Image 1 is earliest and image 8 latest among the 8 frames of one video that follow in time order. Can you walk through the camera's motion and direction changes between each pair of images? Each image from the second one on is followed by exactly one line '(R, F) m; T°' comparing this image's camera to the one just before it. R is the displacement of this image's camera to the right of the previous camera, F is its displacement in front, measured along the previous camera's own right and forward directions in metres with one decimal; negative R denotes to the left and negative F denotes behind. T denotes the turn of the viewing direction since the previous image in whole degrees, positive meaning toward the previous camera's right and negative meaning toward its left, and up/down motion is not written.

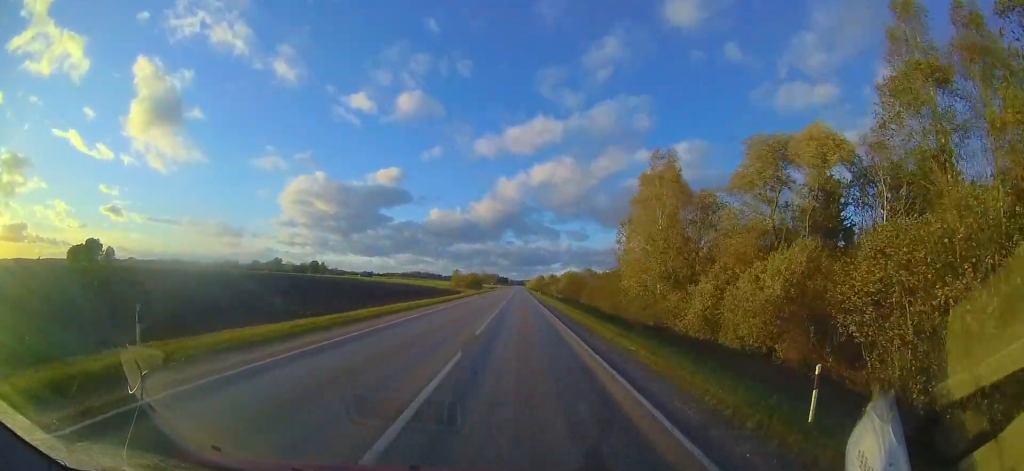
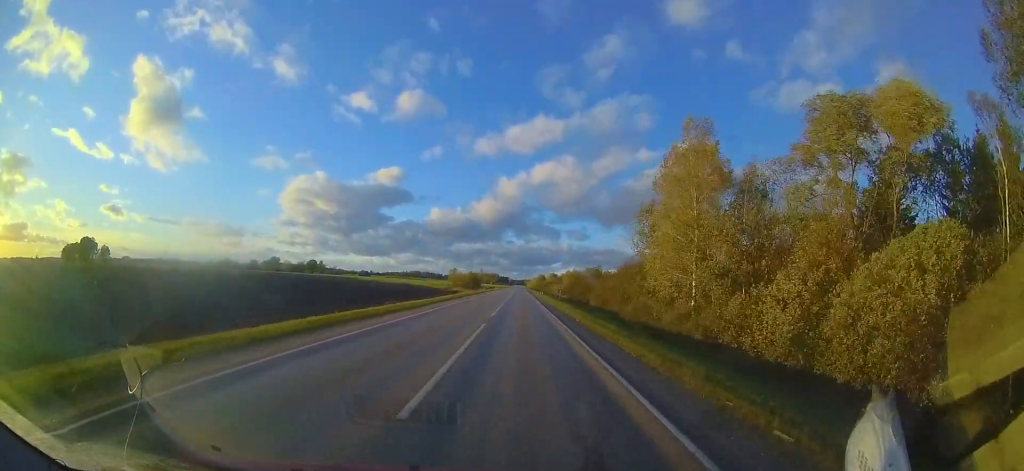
(+0.1, +6.9) m; 0°
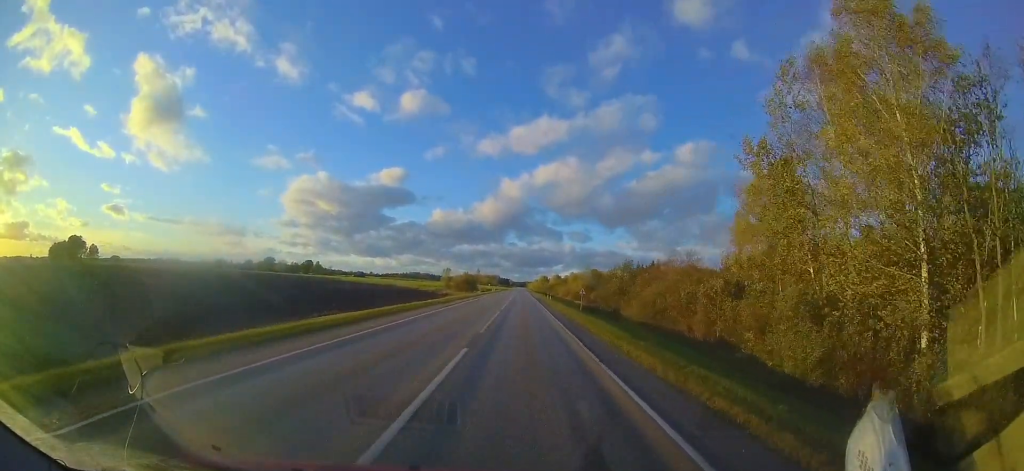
(-0.3, +18.0) m; -1°
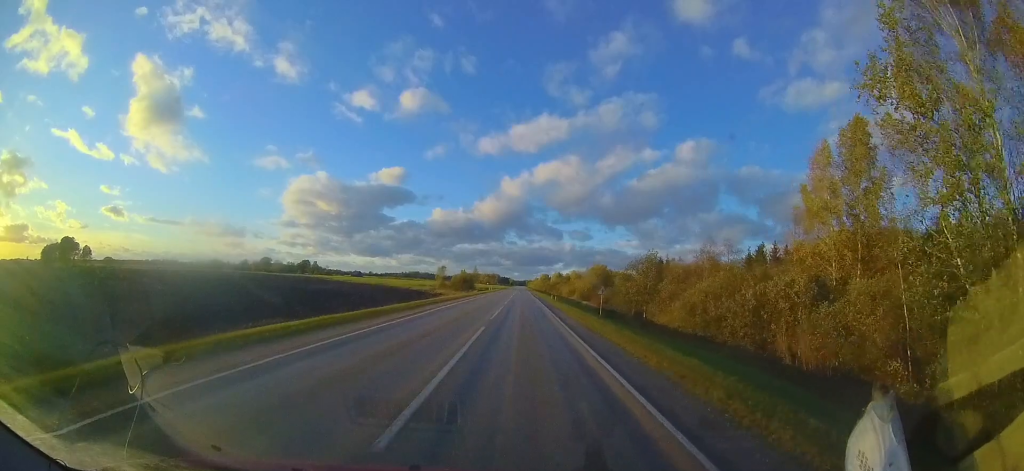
(0.0, +8.6) m; 0°
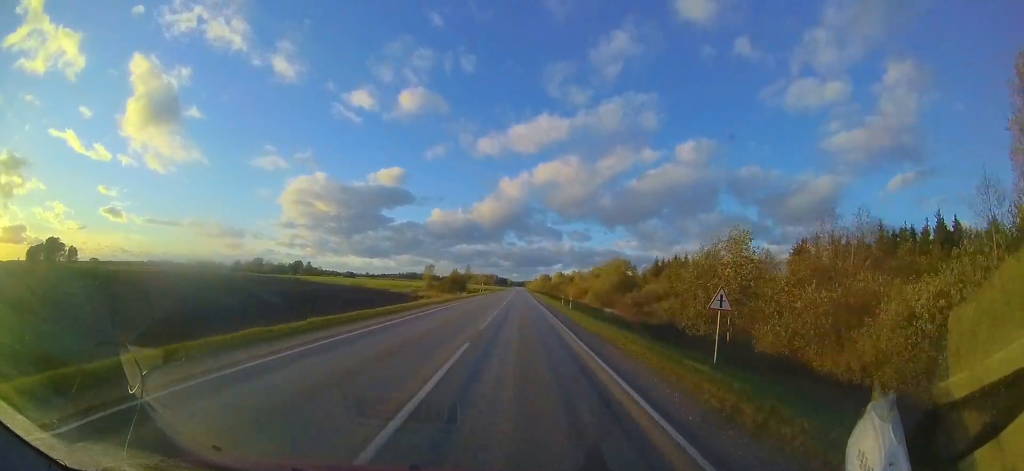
(0.0, +16.5) m; 0°
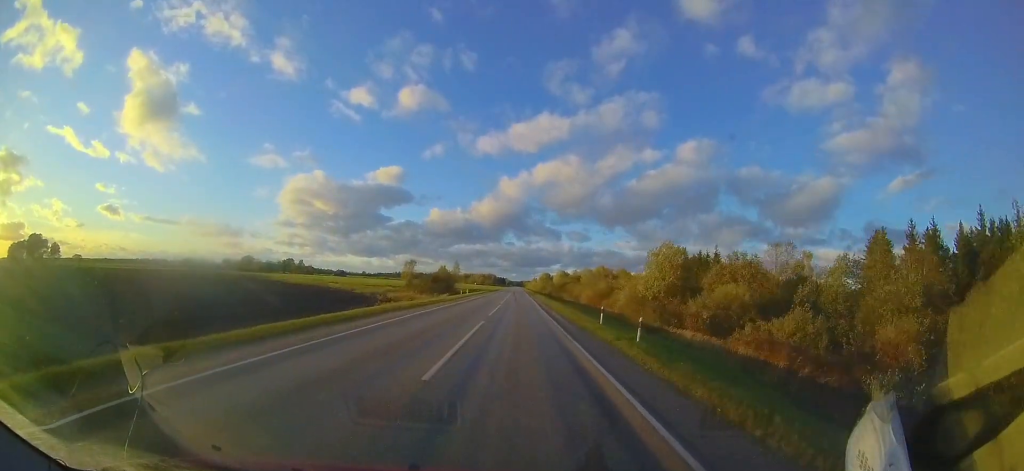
(-0.2, +20.0) m; 0°
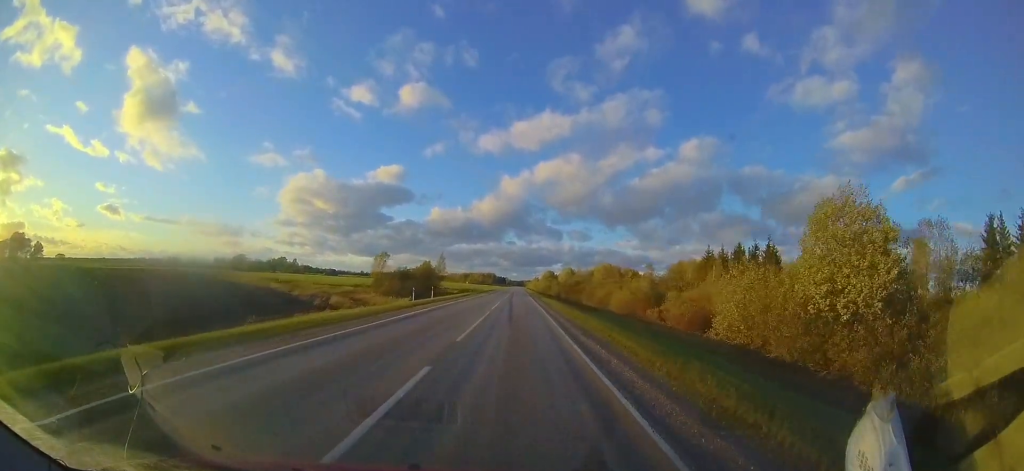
(+0.1, +21.6) m; +1°
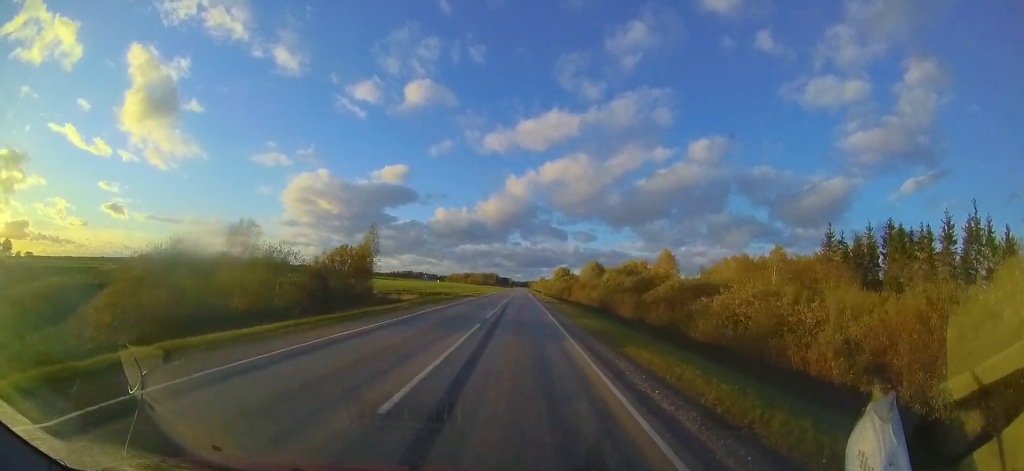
(-0.3, +43.2) m; -1°
